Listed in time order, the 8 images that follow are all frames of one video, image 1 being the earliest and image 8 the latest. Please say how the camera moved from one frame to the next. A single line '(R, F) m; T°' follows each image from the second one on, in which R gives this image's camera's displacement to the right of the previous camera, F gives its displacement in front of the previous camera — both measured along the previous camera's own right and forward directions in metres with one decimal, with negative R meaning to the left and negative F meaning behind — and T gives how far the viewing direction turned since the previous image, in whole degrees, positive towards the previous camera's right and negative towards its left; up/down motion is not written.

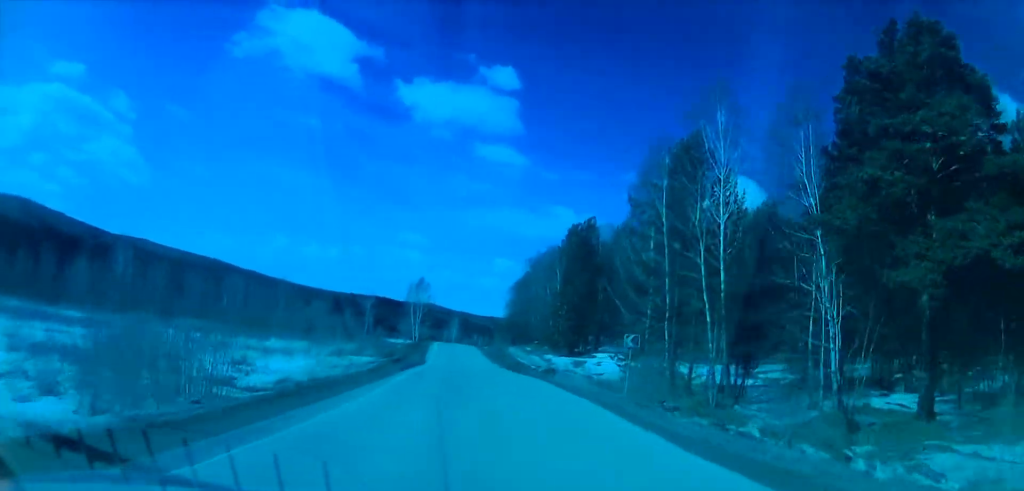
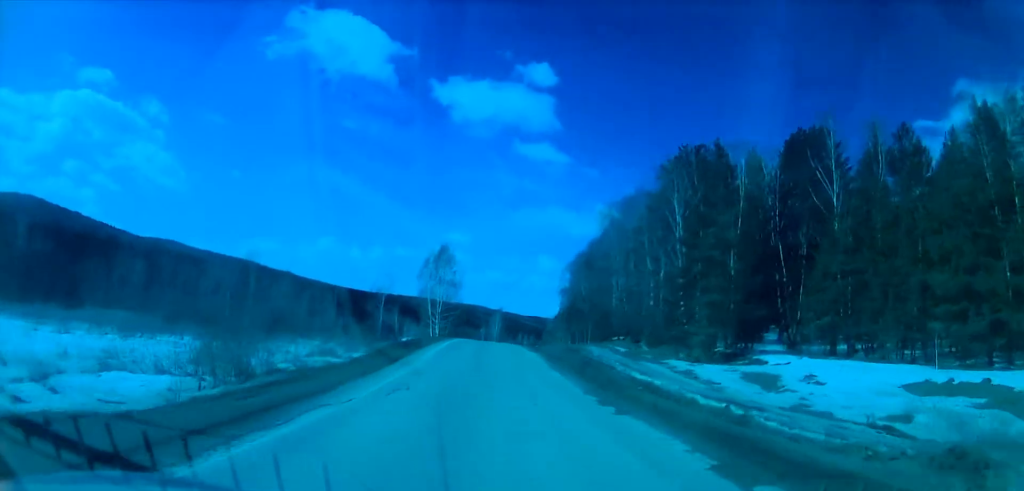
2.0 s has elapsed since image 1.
(-3.5, +43.3) m; -12°
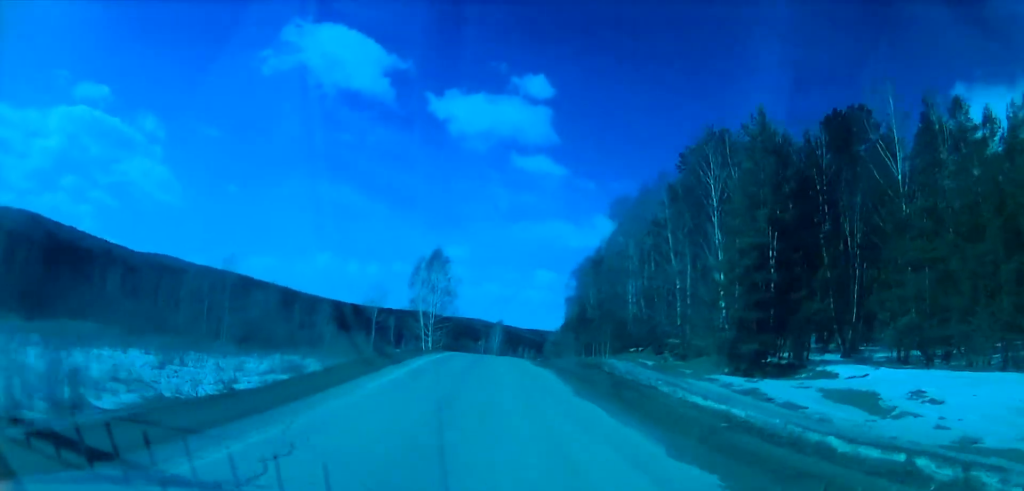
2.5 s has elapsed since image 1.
(-0.5, +9.8) m; -1°
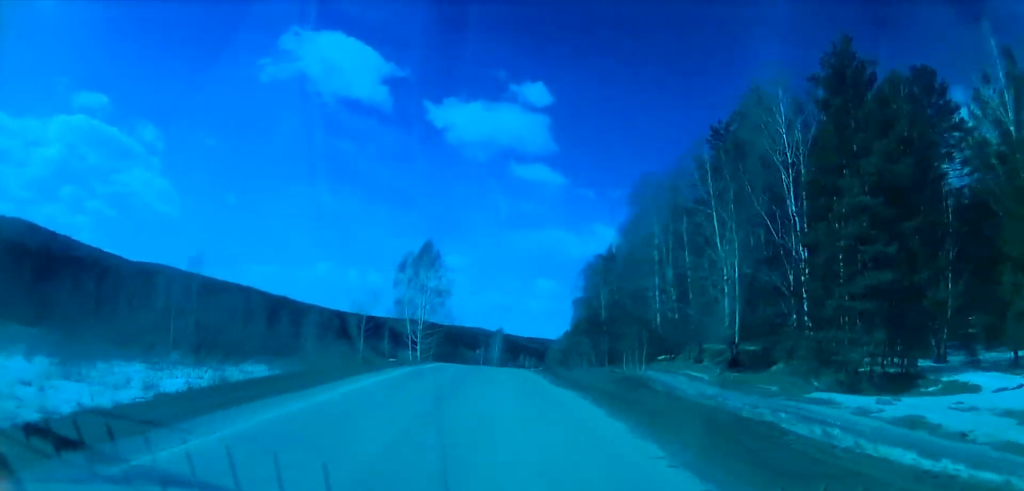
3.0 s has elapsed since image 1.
(-0.4, +12.1) m; -2°
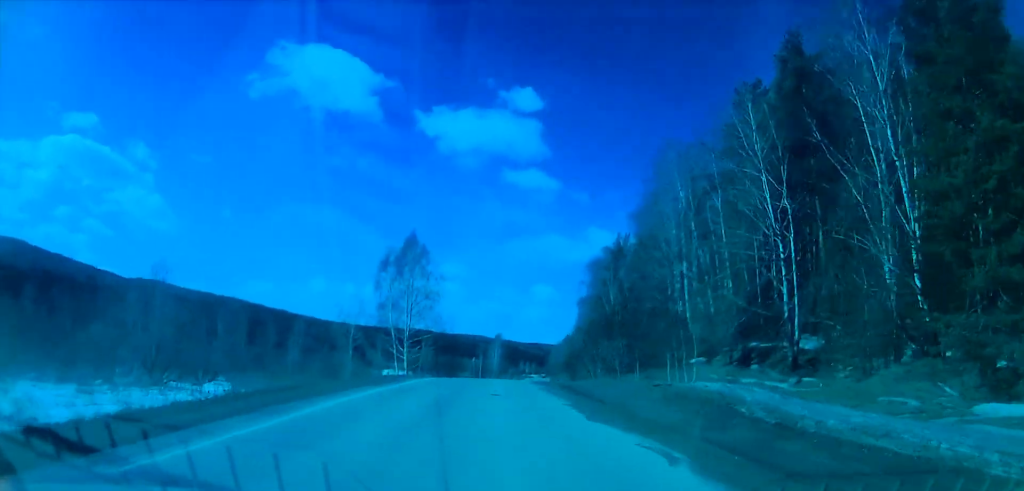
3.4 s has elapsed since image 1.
(0.0, +9.9) m; 0°
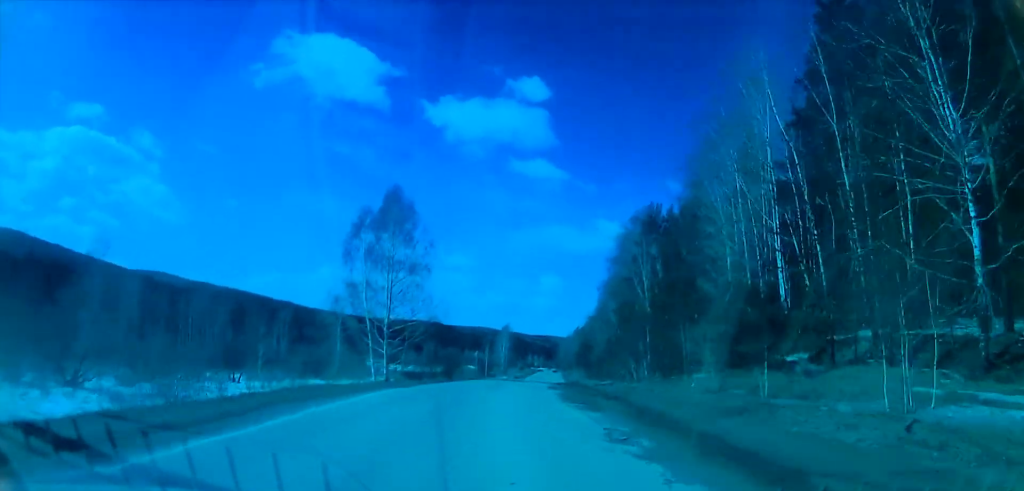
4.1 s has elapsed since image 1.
(0.0, +16.0) m; 0°
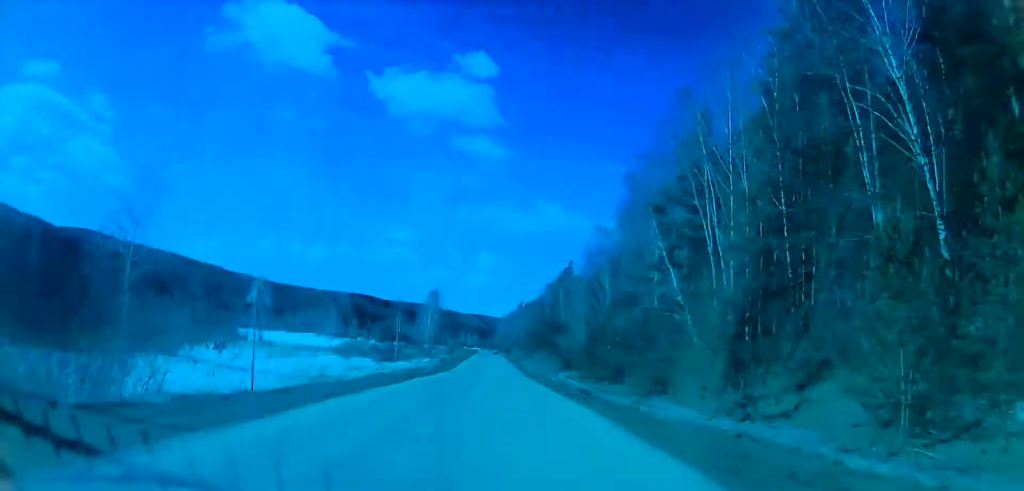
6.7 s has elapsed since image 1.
(+0.6, +56.4) m; +2°
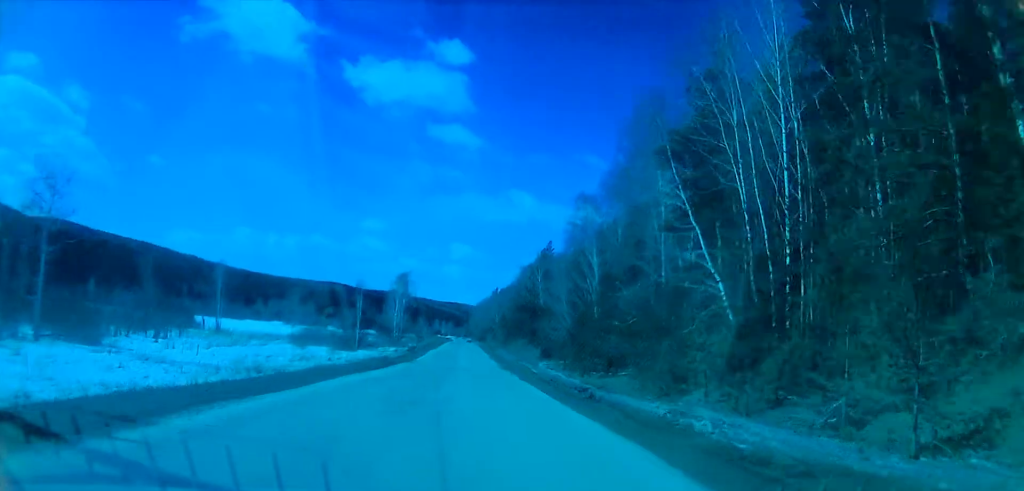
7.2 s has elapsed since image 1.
(0.0, +11.0) m; +1°
